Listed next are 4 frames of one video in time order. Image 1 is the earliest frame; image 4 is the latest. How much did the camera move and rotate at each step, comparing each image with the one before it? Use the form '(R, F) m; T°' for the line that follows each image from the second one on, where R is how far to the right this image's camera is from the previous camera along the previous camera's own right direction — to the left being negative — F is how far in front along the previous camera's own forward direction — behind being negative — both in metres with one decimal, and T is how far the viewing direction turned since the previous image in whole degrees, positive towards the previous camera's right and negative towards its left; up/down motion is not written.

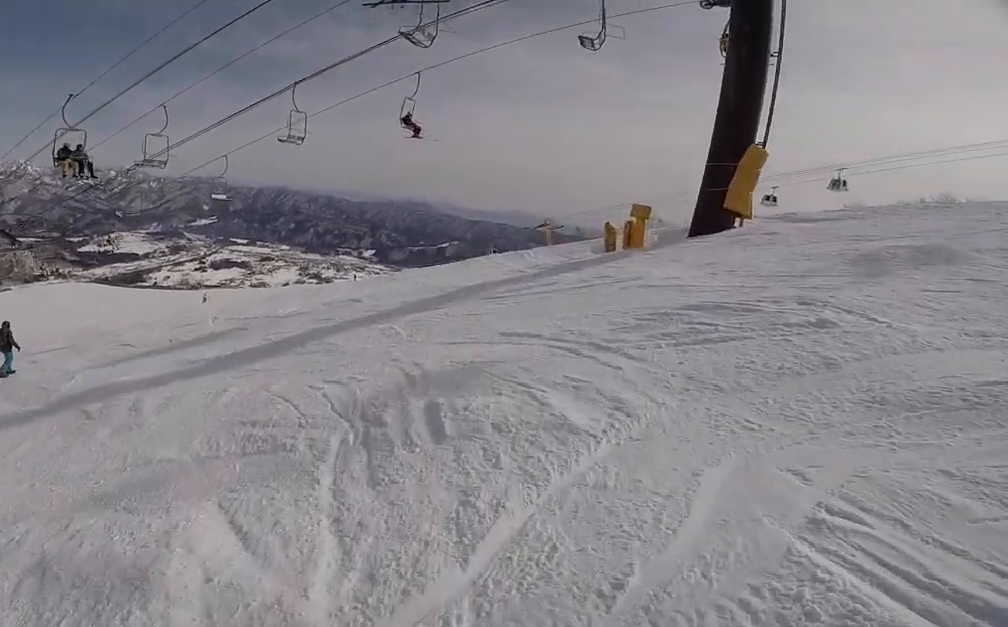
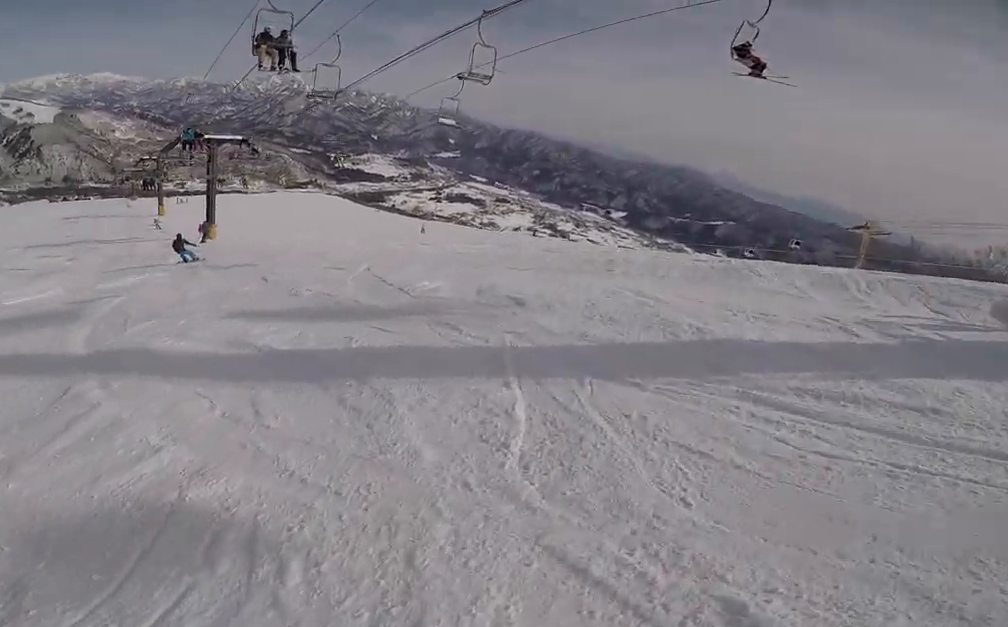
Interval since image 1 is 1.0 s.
(-0.2, +3.3) m; -13°
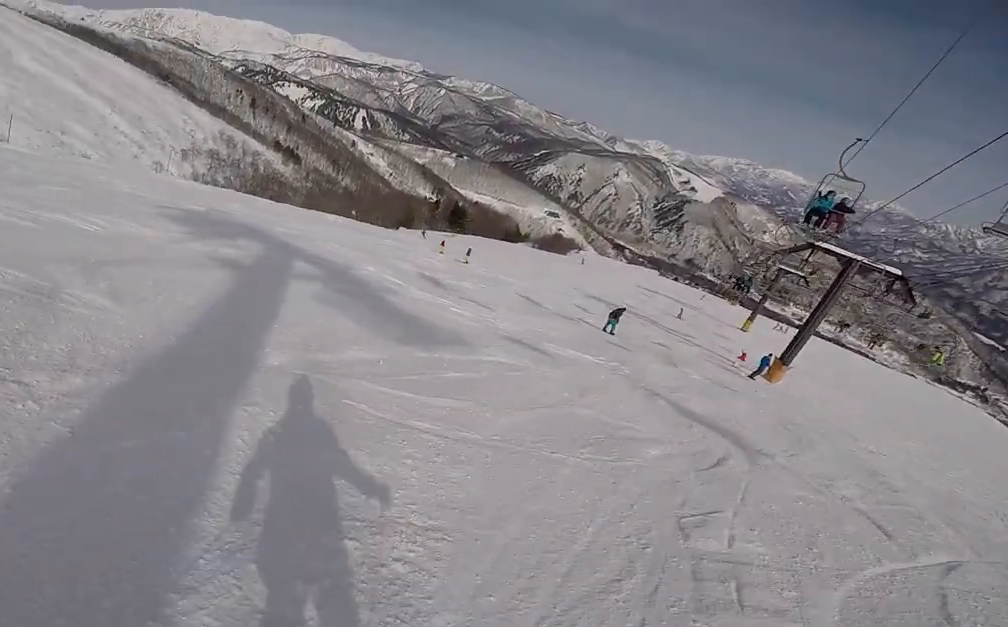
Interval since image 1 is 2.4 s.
(-1.0, +4.3) m; -29°
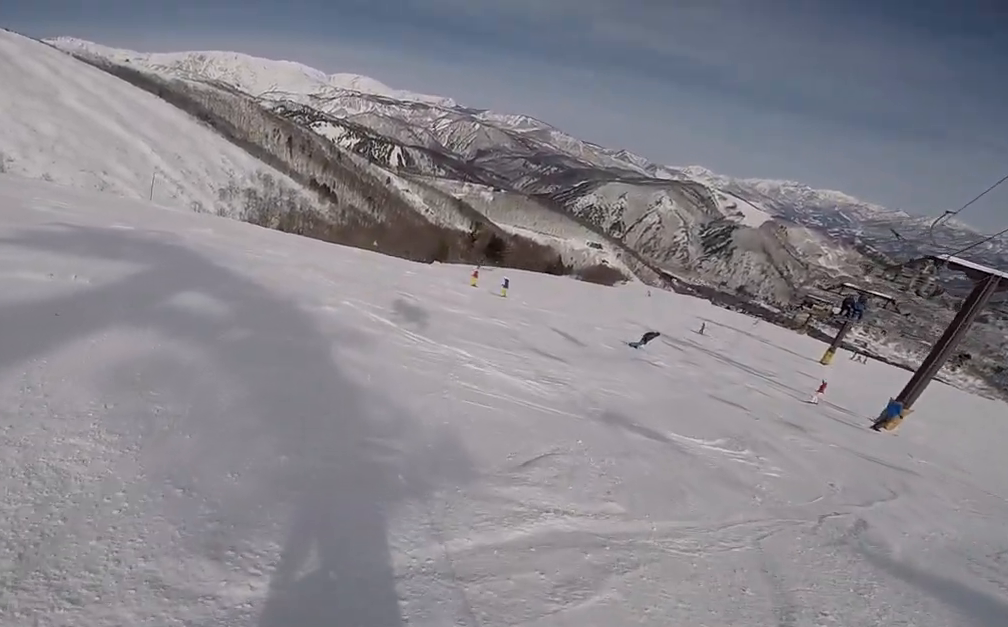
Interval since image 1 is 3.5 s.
(-0.7, +3.7) m; -15°
